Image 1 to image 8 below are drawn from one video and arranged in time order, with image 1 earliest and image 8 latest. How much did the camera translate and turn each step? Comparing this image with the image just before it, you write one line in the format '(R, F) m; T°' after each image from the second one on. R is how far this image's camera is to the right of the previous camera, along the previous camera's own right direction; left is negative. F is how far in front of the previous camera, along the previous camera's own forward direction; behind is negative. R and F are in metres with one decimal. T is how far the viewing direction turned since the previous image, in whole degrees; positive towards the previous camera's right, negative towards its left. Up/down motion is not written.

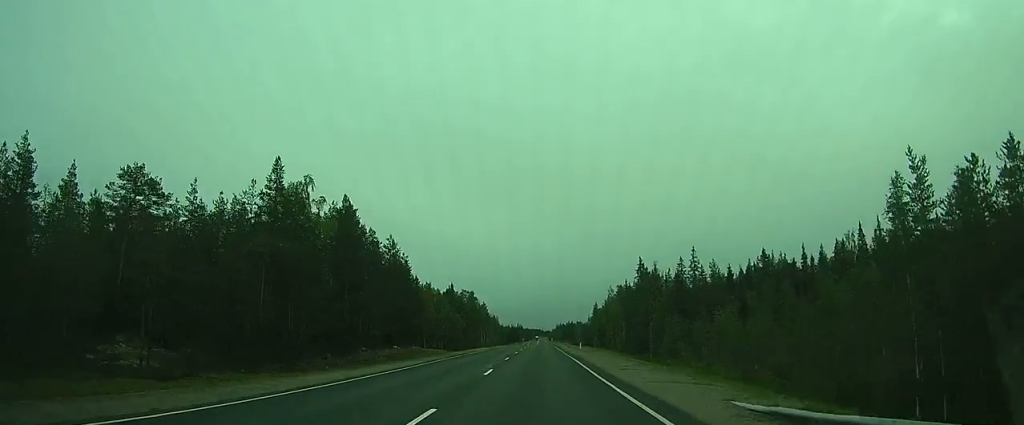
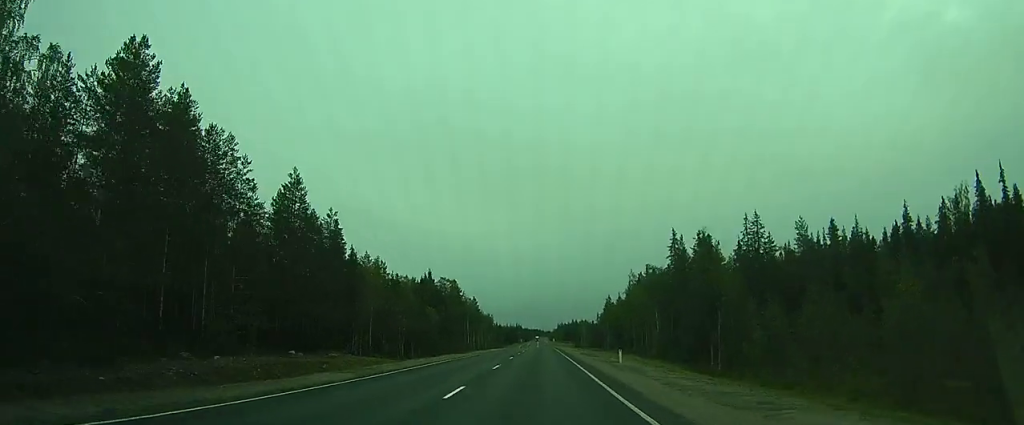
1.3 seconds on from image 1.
(+0.2, +29.9) m; +1°
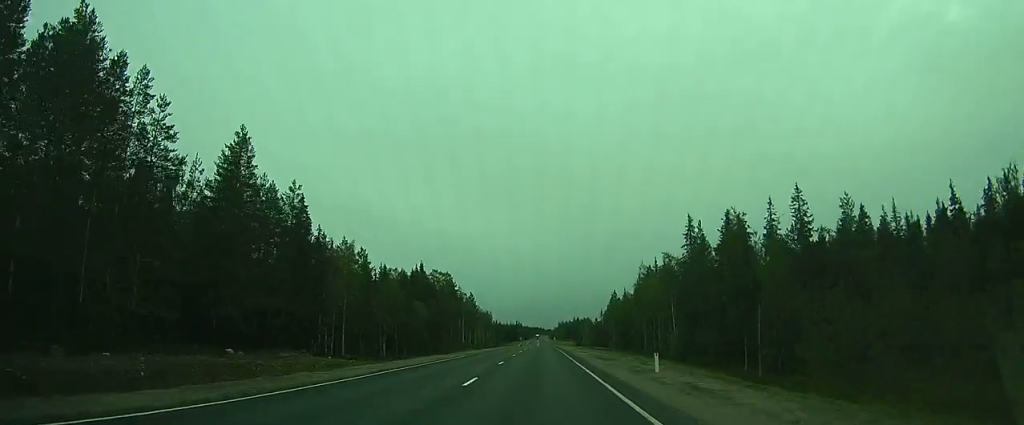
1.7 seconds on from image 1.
(0.0, +8.9) m; 0°
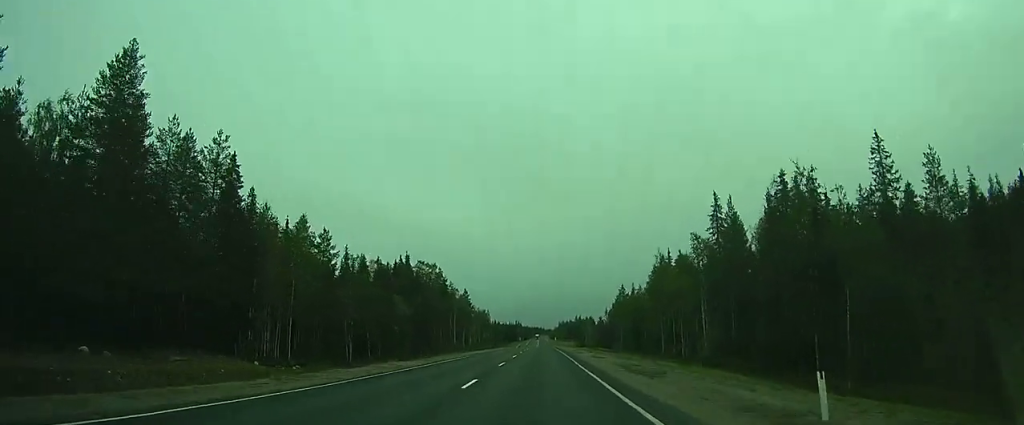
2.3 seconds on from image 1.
(0.0, +11.9) m; 0°
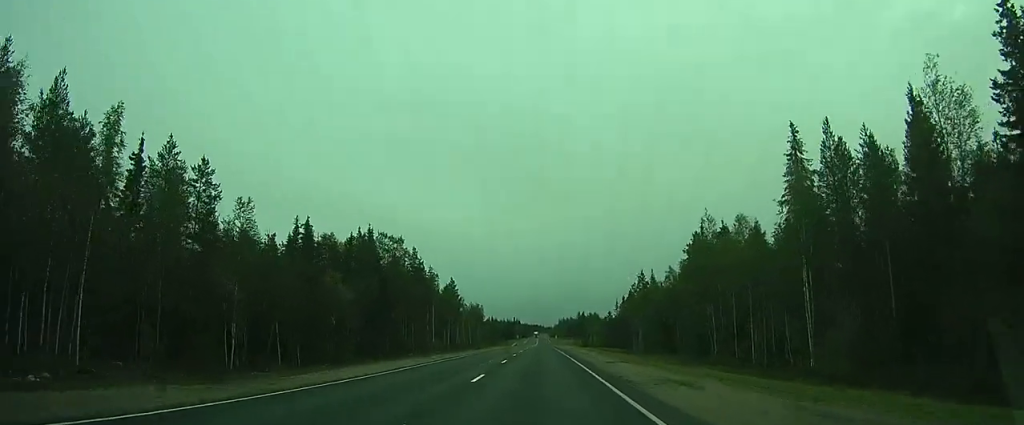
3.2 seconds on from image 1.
(0.0, +21.6) m; 0°
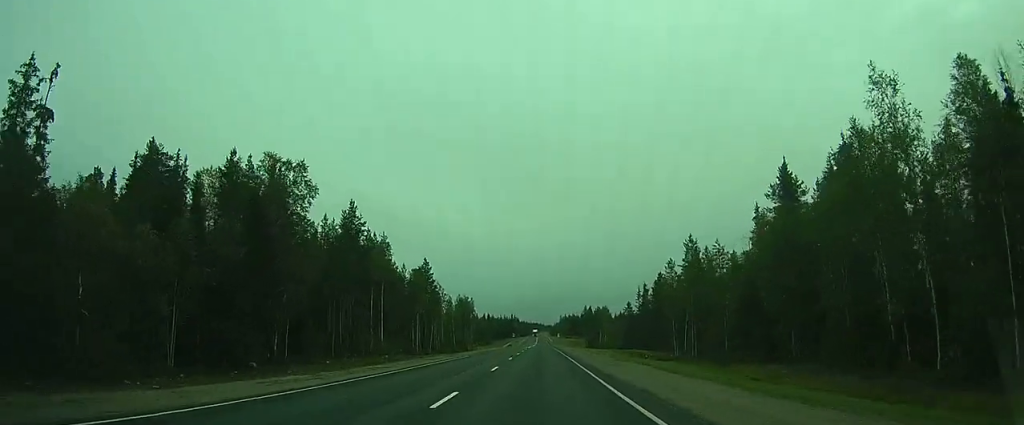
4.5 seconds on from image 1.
(0.0, +29.2) m; 0°
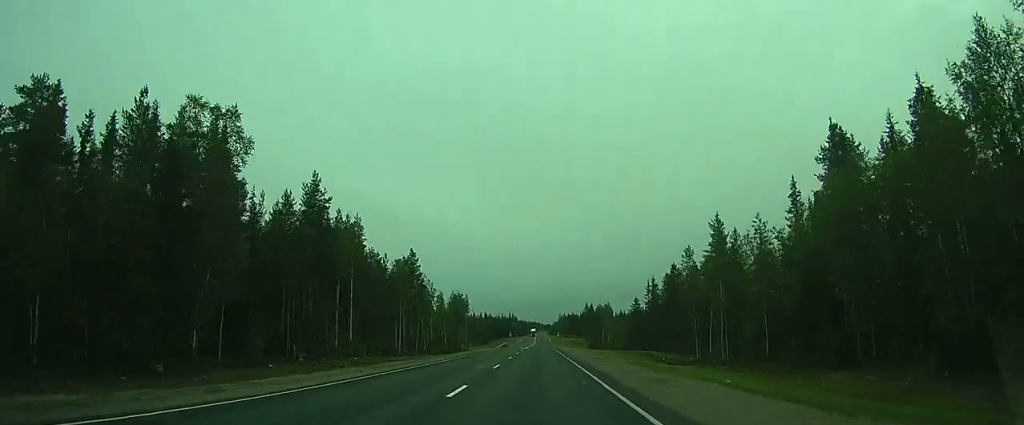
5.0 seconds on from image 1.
(0.0, +9.7) m; 0°
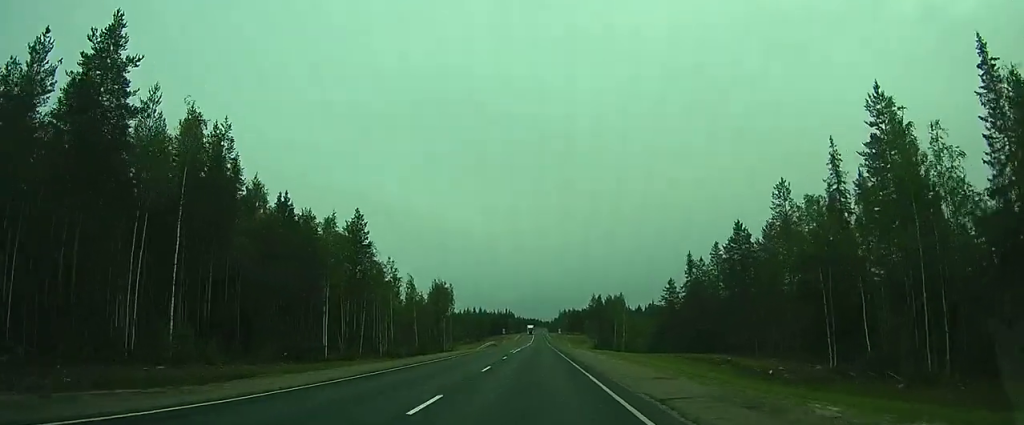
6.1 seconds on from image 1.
(+0.1, +26.2) m; 0°
